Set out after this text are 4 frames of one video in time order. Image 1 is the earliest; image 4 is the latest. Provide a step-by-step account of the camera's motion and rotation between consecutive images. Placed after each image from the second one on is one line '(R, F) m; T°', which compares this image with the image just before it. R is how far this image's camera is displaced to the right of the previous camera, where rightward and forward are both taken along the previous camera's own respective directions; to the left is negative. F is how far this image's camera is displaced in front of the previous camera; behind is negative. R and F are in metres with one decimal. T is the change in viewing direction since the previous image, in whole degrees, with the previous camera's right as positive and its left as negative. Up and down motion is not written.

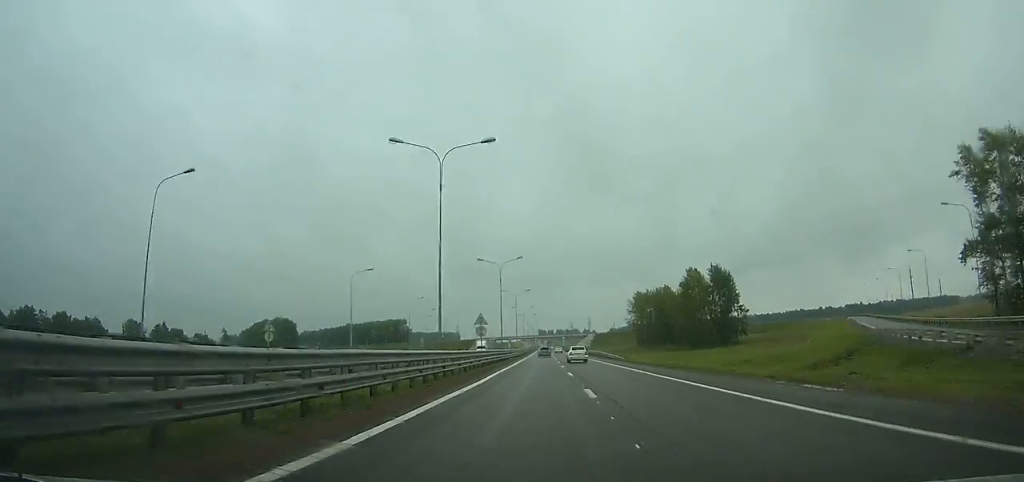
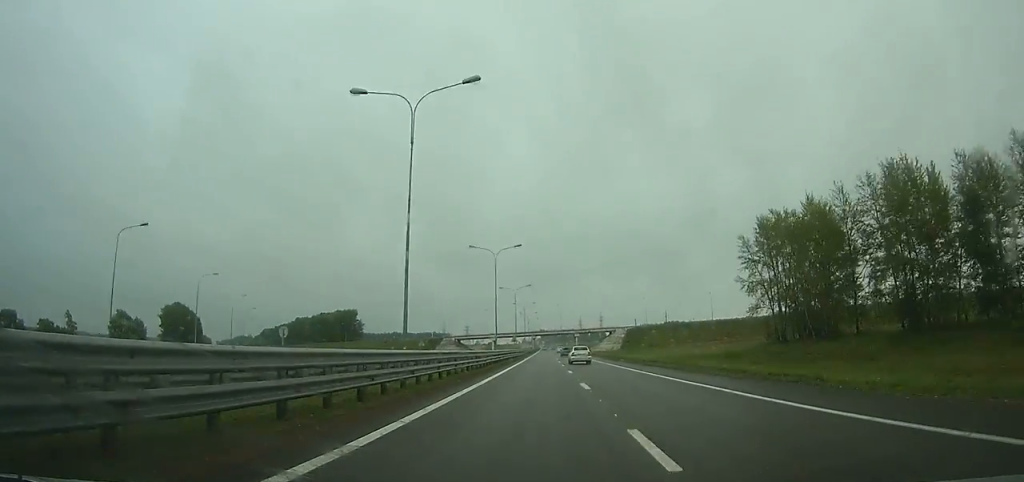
(-1.9, +127.0) m; -1°
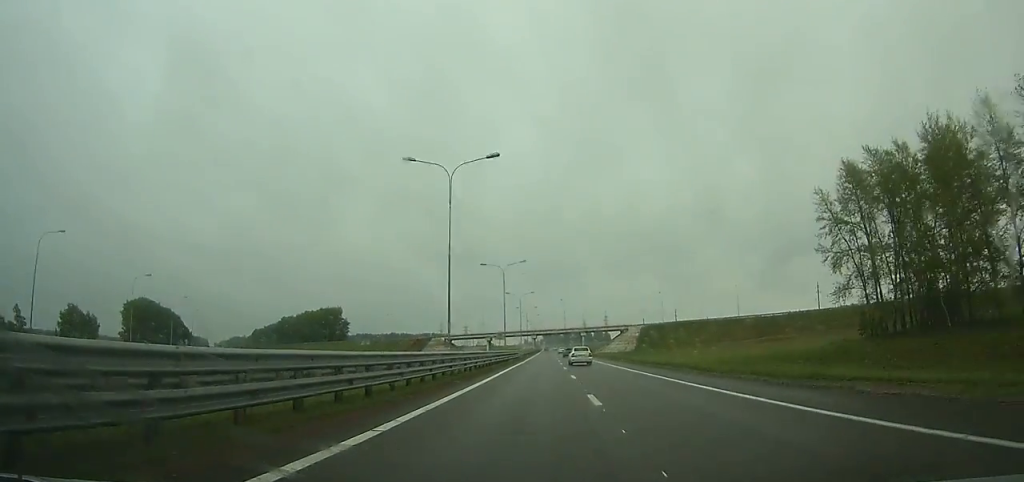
(+0.1, +29.5) m; 0°
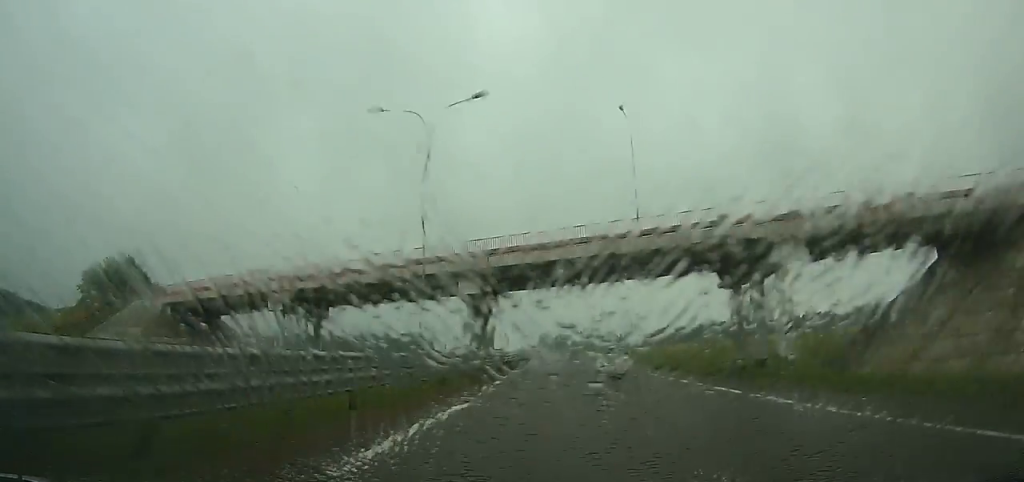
(-1.2, +167.6) m; -1°
